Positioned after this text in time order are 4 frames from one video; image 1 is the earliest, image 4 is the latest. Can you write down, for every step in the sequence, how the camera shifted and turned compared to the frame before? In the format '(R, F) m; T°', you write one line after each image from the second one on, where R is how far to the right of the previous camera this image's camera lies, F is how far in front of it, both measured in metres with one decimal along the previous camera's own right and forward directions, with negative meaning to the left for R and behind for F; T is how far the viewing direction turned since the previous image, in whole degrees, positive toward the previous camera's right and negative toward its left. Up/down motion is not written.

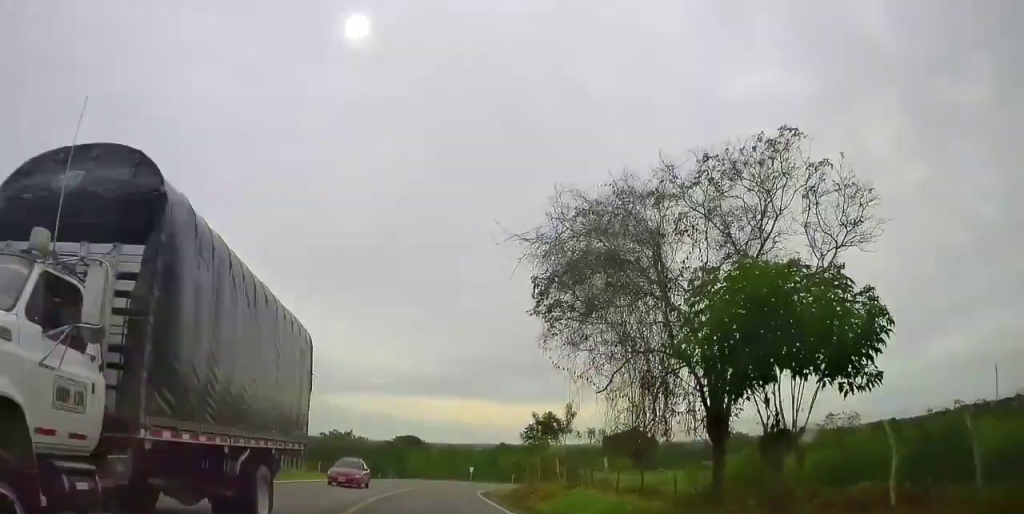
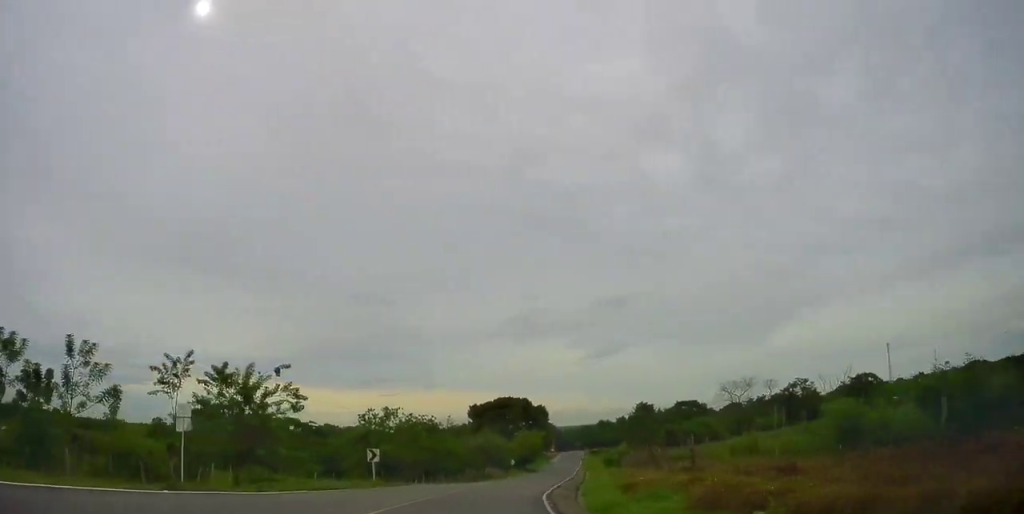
(+2.0, +80.7) m; +6°
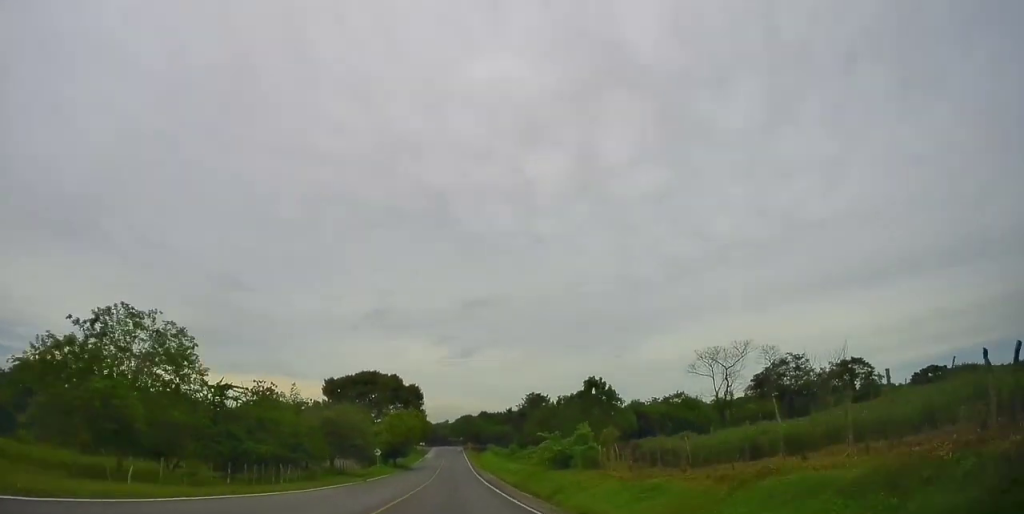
(+3.5, +36.8) m; +12°
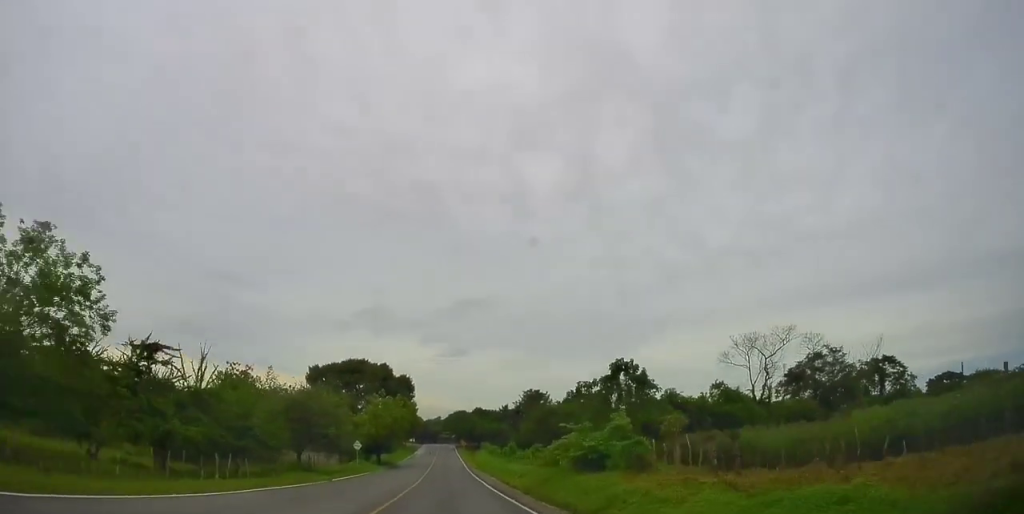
(+0.3, +10.6) m; +4°
